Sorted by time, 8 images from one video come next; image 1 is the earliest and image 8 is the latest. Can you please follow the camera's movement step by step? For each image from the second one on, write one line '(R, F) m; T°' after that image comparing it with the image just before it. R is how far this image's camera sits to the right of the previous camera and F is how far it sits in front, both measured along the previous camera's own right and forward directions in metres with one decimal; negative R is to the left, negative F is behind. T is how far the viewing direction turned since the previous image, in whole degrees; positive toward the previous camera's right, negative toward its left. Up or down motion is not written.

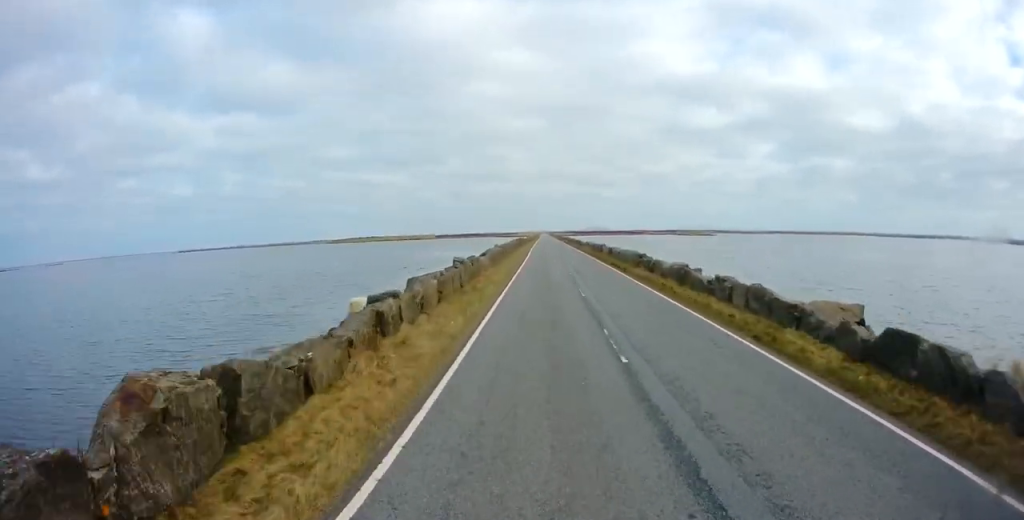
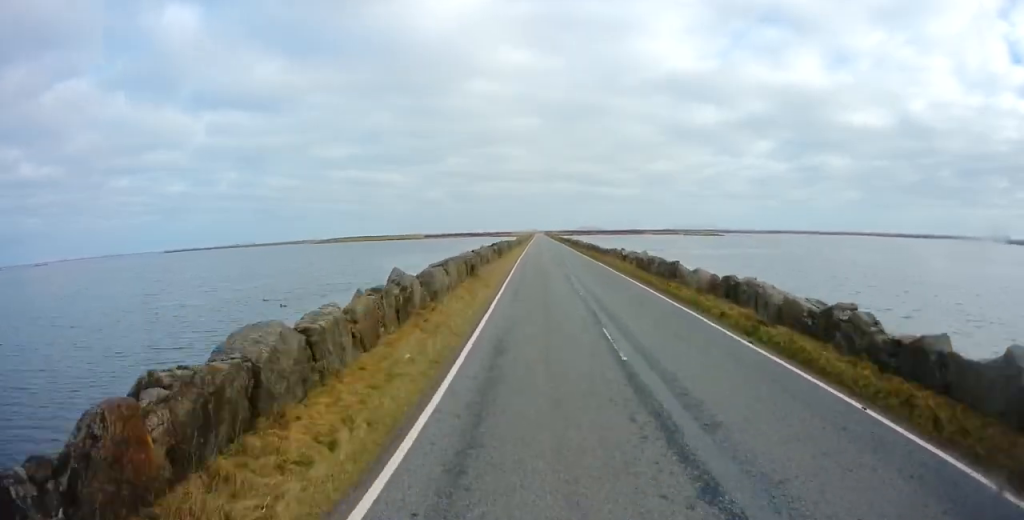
(0.0, +29.2) m; 0°
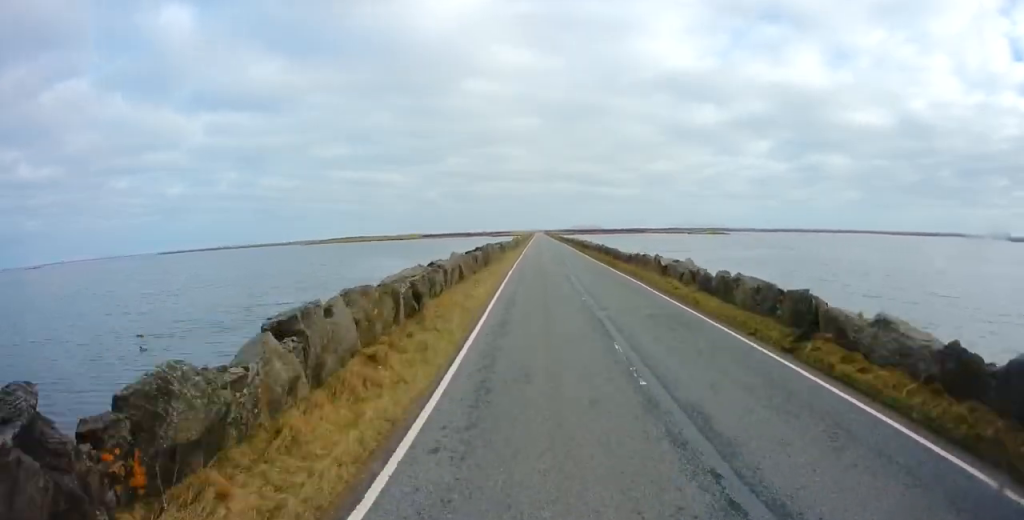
(0.0, +11.5) m; 0°
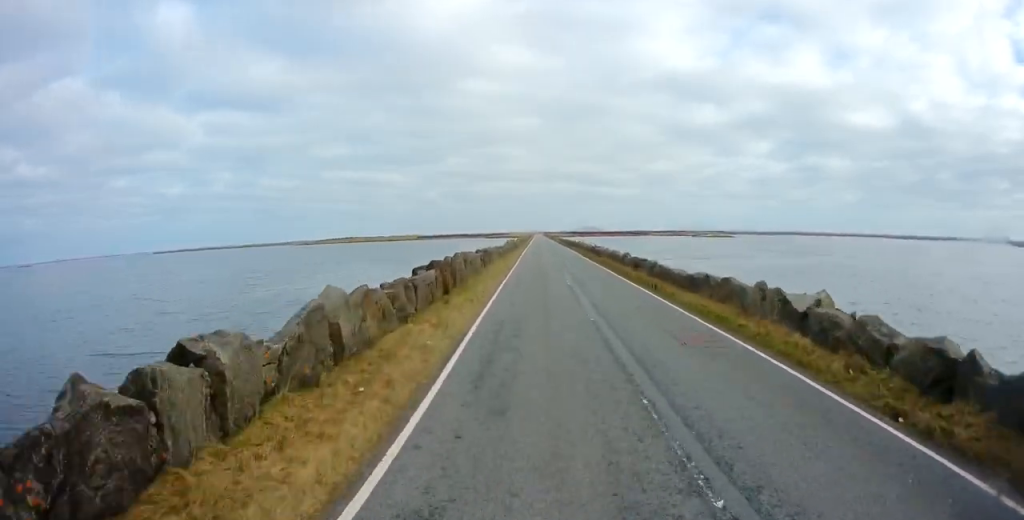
(+0.1, +13.8) m; 0°
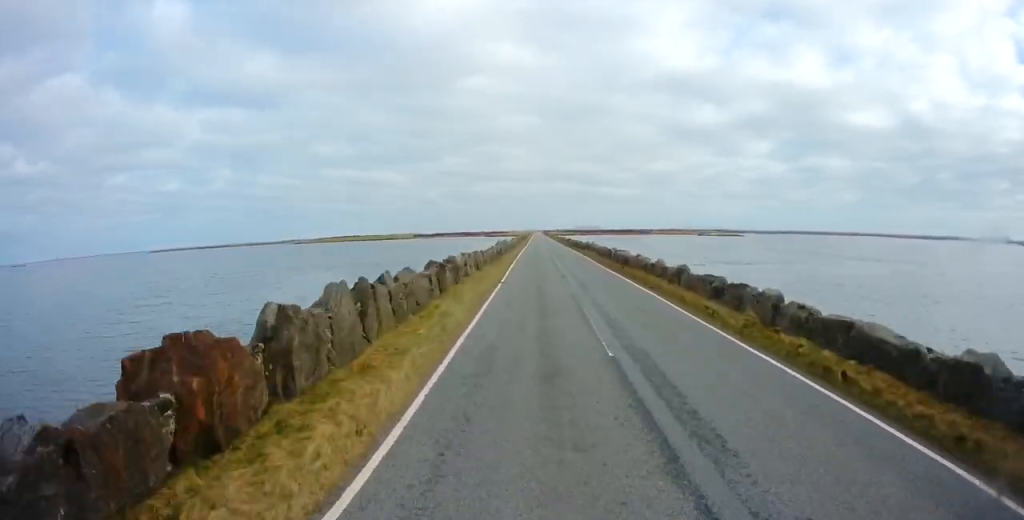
(0.0, +13.8) m; 0°
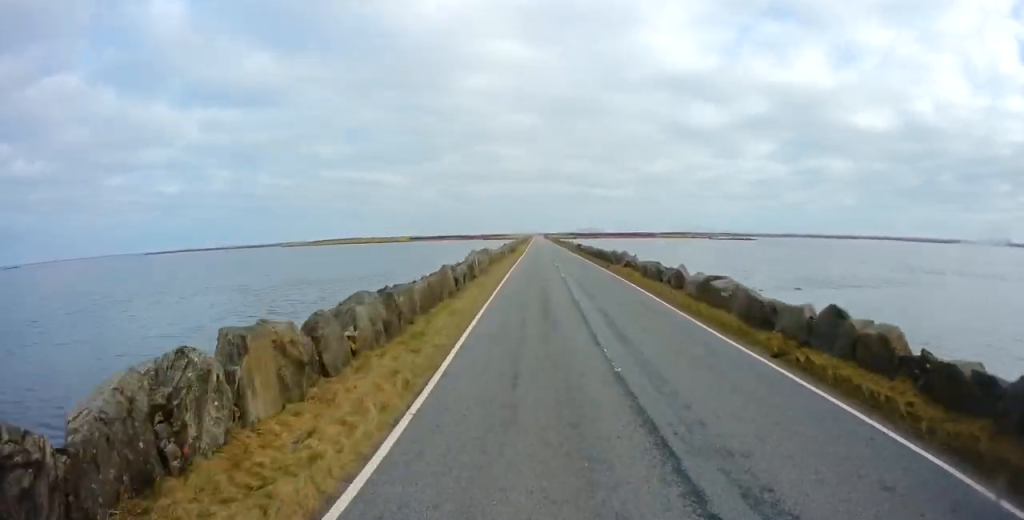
(+0.1, +20.8) m; 0°
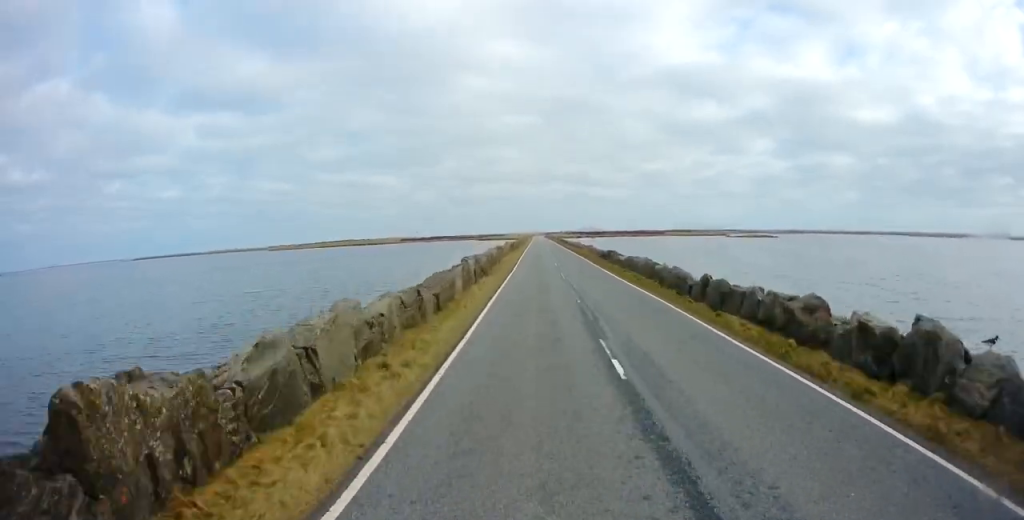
(-0.1, +30.1) m; -1°
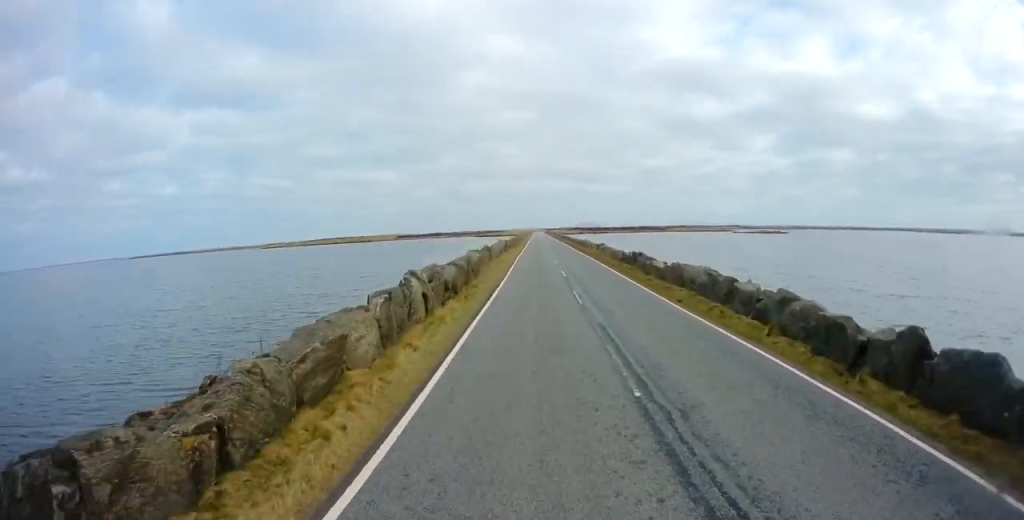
(0.0, +10.8) m; 0°
